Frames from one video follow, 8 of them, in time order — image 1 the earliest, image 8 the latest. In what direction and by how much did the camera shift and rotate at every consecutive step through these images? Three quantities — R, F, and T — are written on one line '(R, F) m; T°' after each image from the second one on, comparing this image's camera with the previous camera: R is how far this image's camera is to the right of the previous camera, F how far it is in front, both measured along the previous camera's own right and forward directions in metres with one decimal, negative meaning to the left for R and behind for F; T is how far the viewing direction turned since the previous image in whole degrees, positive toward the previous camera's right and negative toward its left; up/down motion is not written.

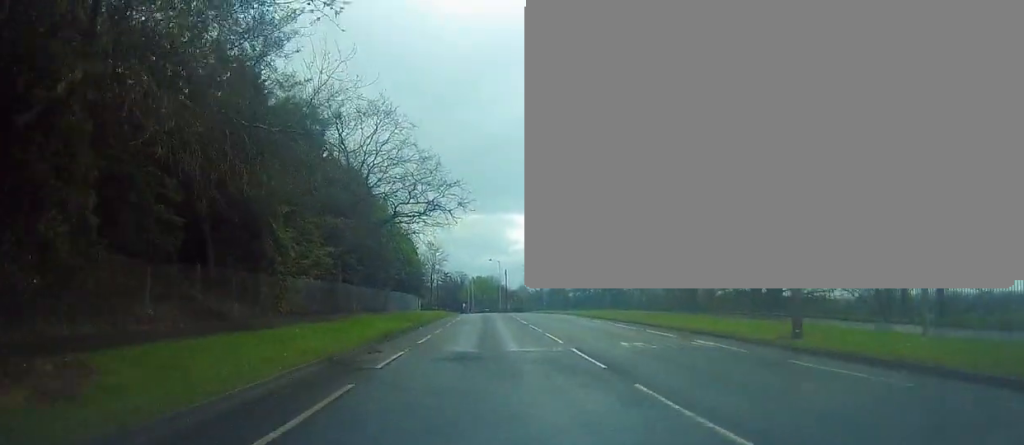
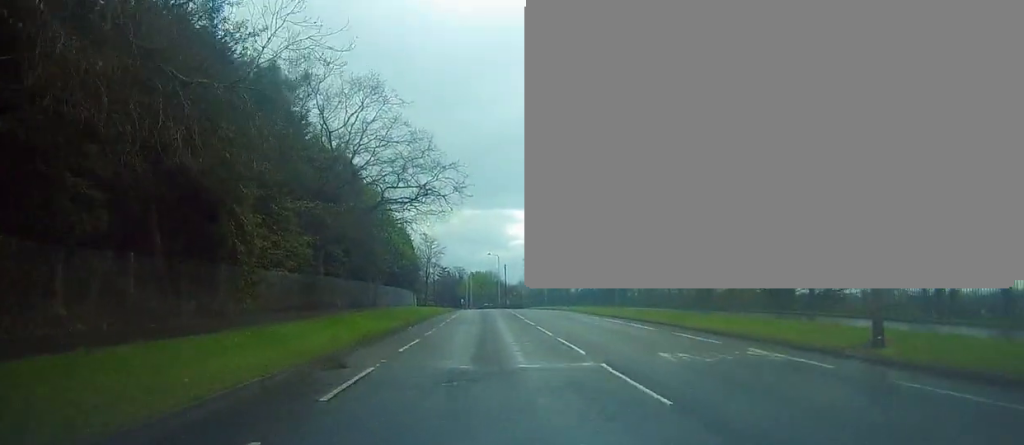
(-0.1, +3.8) m; +1°
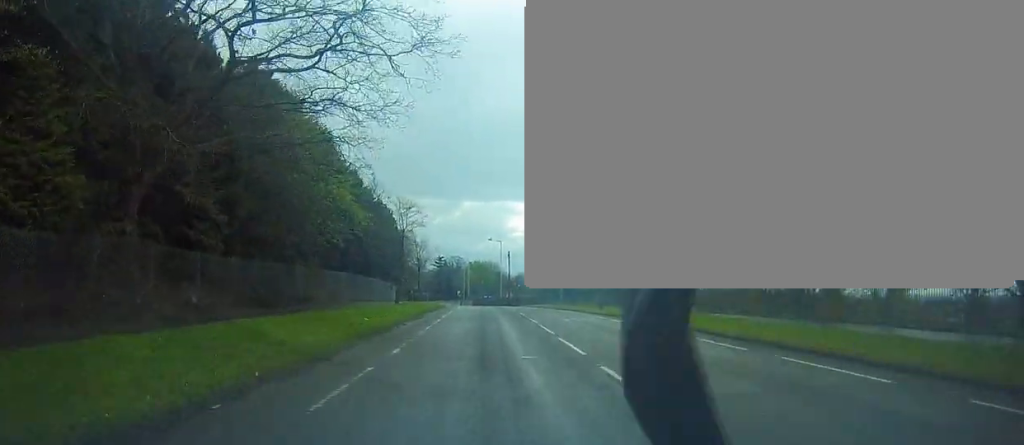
(+0.5, +18.1) m; +2°
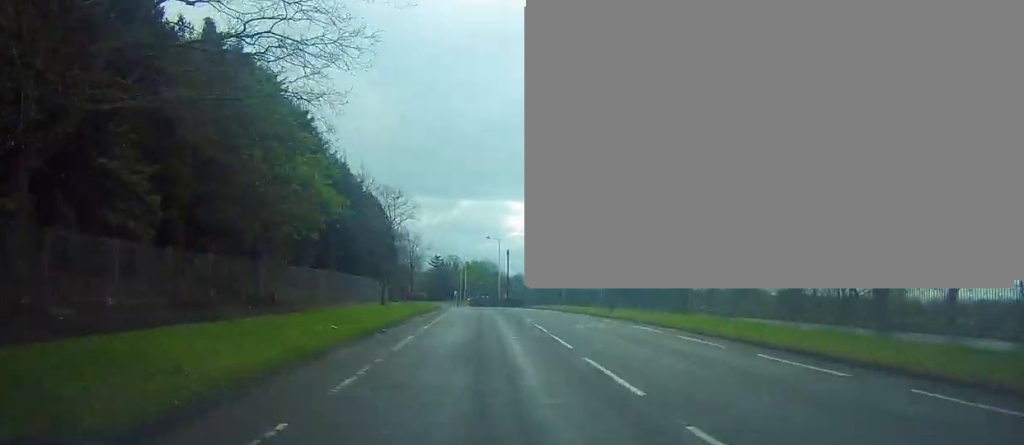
(-0.2, +4.2) m; 0°
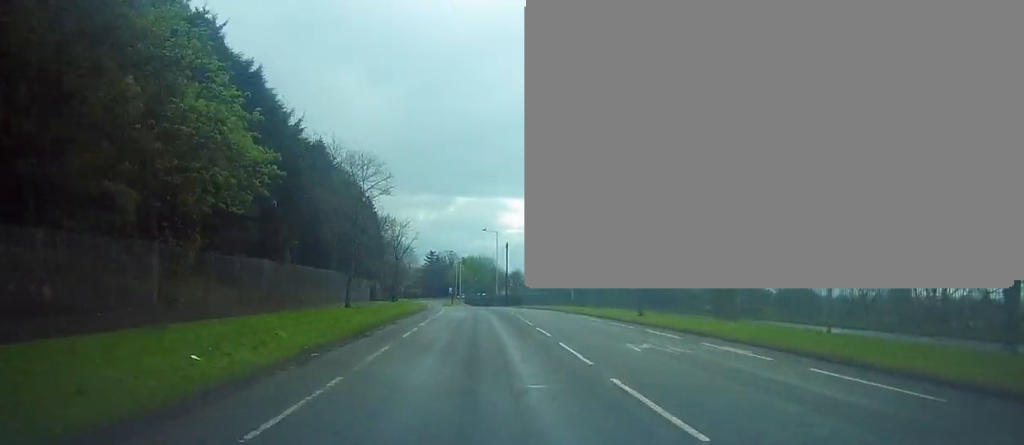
(+0.2, +8.0) m; 0°
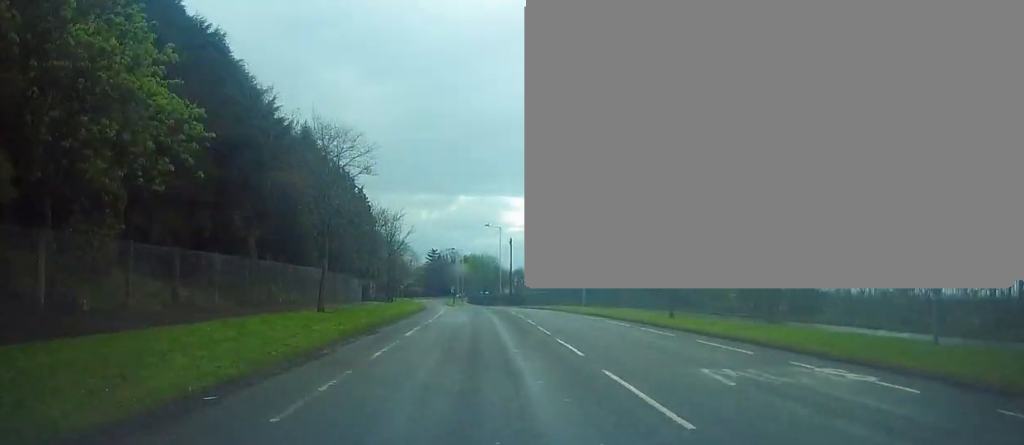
(+0.3, +4.8) m; 0°
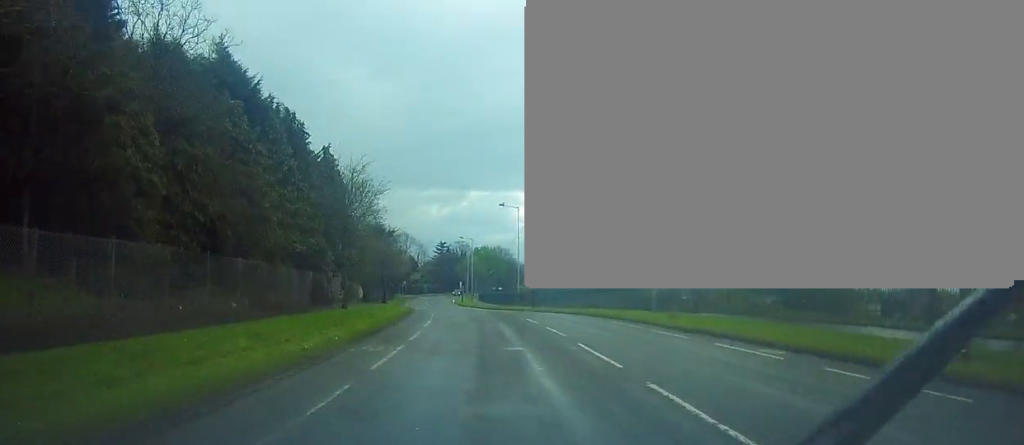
(-0.5, +17.9) m; -1°
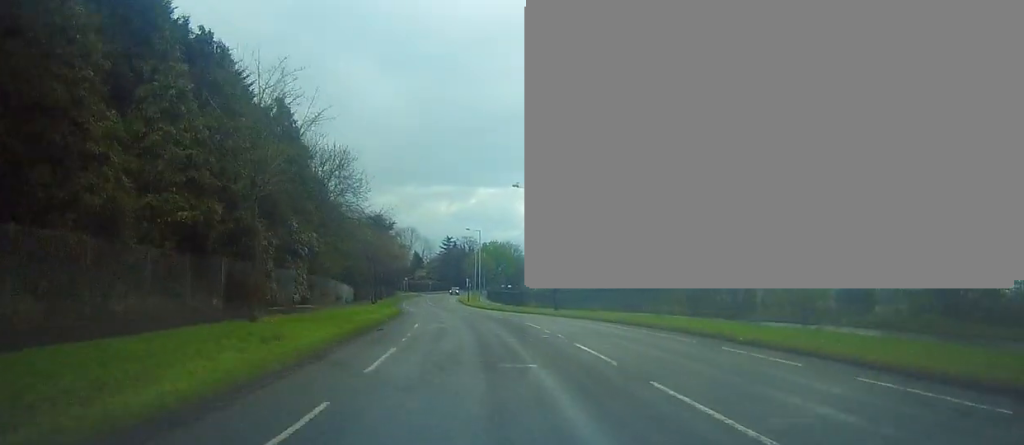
(0.0, +12.0) m; -1°
